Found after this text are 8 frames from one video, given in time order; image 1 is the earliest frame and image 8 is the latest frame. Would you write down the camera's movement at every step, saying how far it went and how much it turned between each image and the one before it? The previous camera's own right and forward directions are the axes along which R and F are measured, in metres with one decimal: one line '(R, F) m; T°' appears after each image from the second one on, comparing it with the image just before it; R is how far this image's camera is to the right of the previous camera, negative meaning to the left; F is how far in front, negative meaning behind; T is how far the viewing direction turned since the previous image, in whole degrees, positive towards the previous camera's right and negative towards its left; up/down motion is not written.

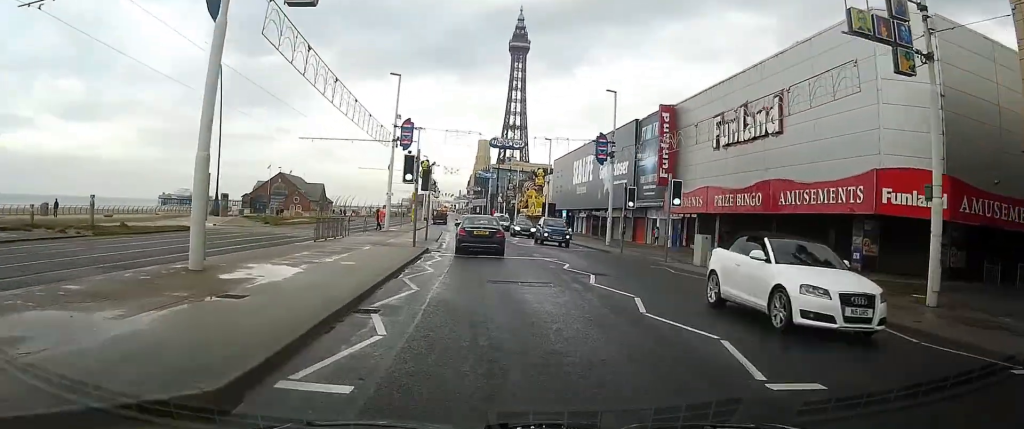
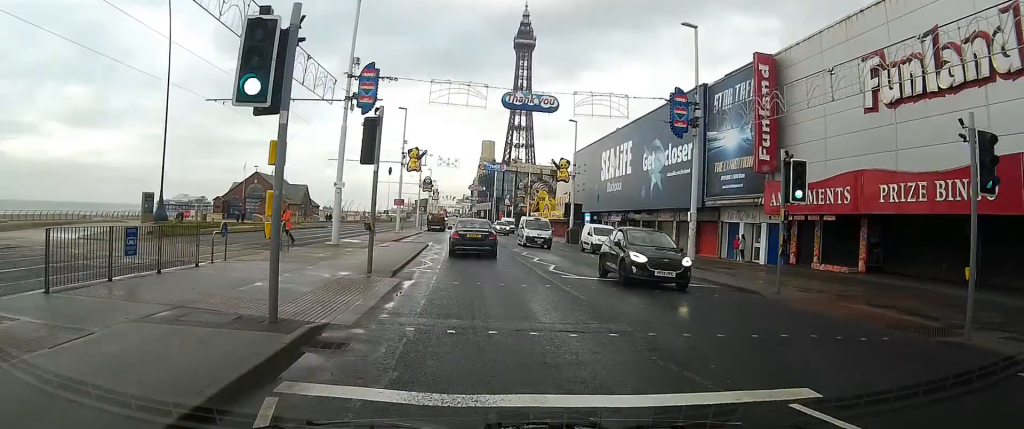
(0.0, +17.1) m; -1°
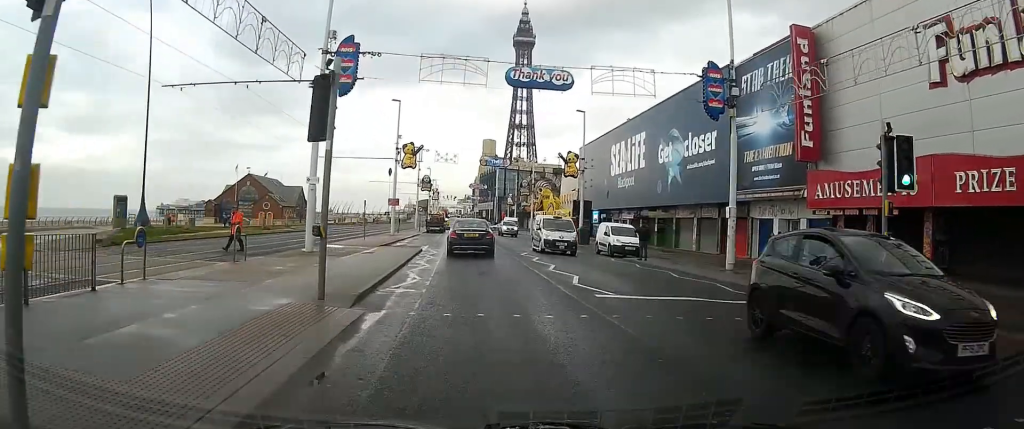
(0.0, +4.4) m; -1°
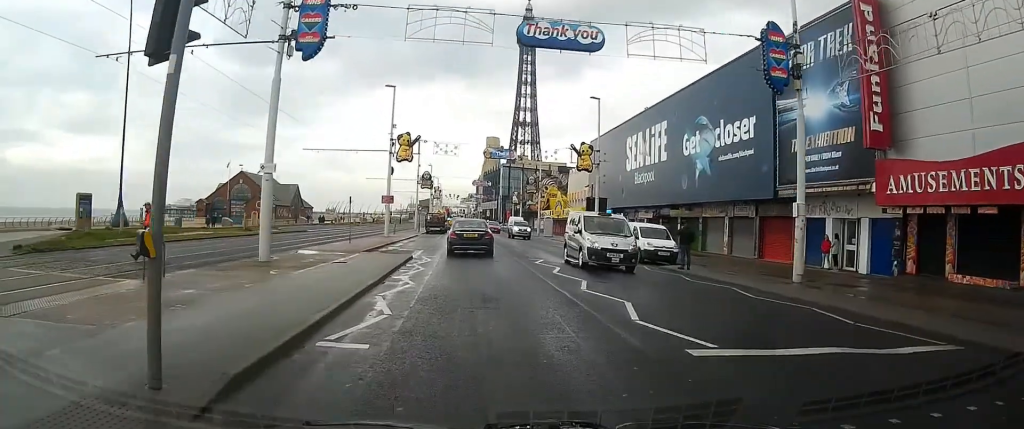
(0.0, +5.3) m; 0°
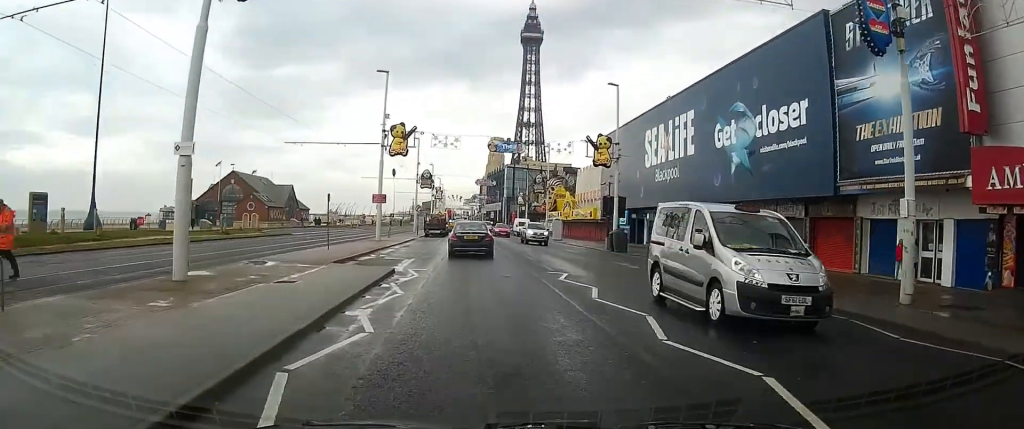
(-0.1, +5.6) m; 0°
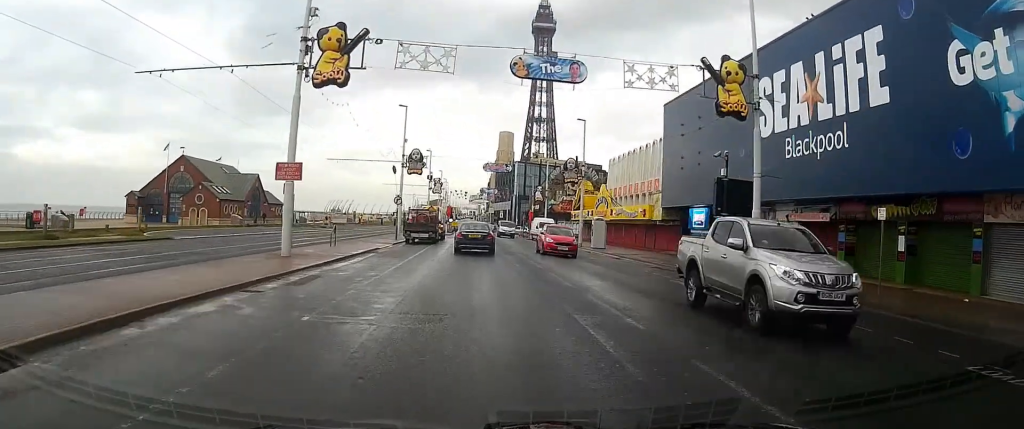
(+0.1, +22.0) m; 0°
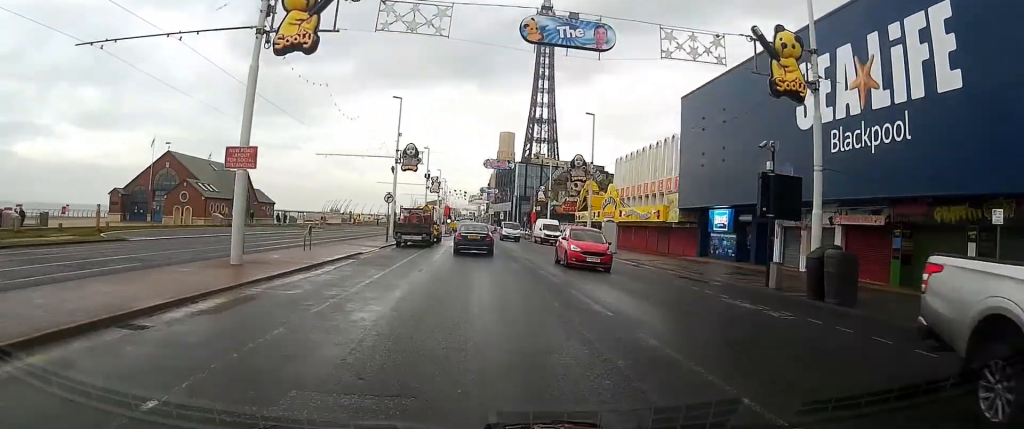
(0.0, +4.4) m; 0°
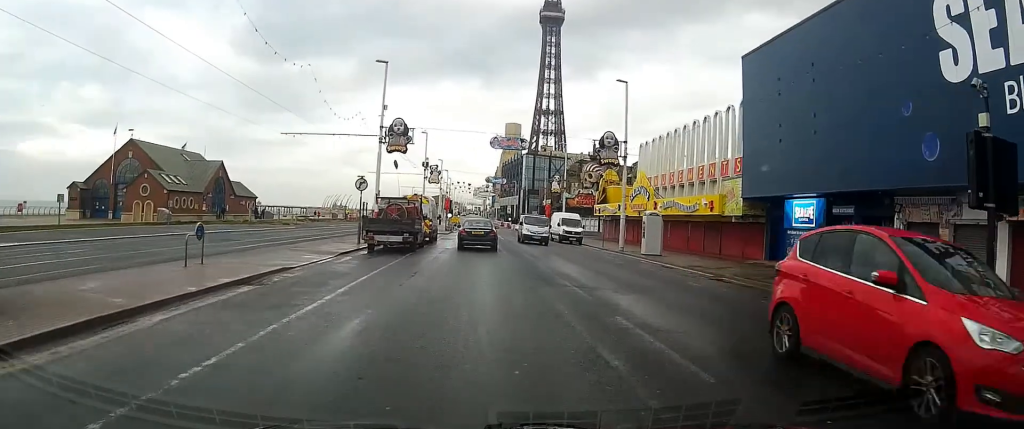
(0.0, +10.7) m; -1°
